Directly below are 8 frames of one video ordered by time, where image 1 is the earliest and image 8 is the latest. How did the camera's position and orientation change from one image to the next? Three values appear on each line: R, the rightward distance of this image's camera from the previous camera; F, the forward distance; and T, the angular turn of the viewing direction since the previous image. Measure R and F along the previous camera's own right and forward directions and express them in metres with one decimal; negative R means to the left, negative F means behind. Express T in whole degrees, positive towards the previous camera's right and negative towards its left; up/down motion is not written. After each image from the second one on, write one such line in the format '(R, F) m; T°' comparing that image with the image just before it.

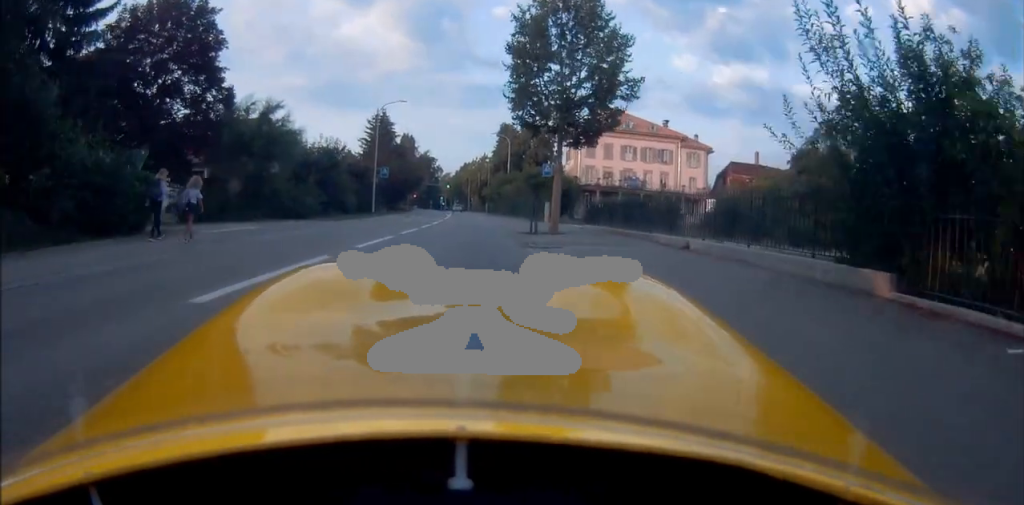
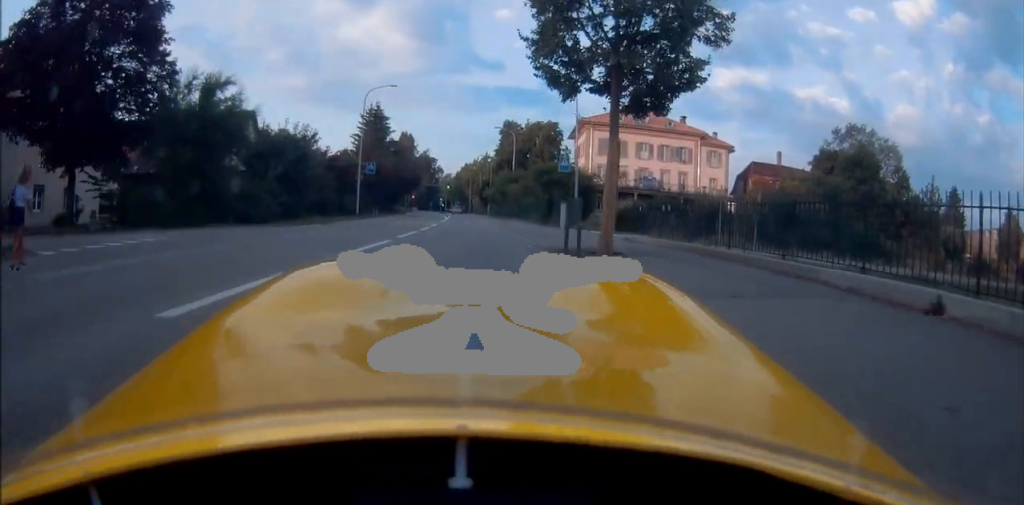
(-0.1, +6.5) m; +1°
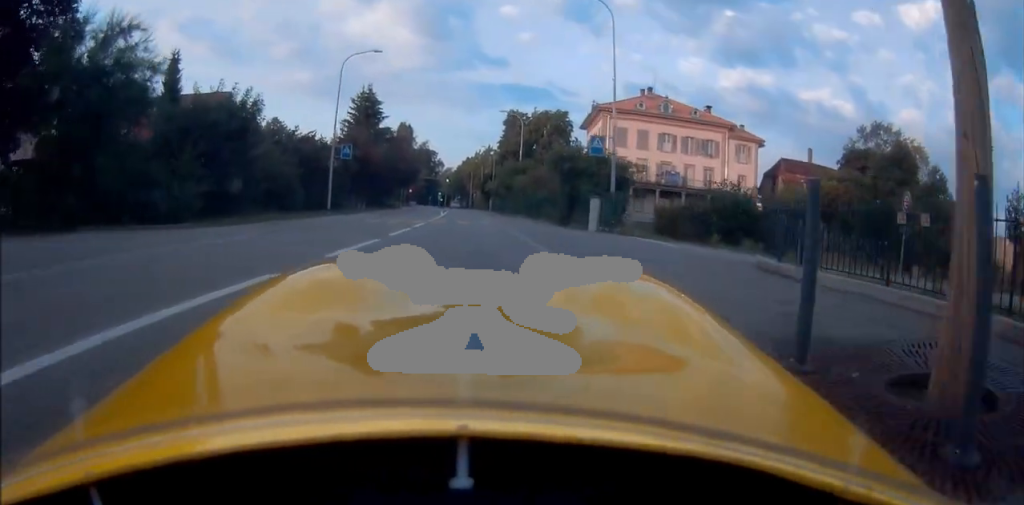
(+0.2, +7.7) m; 0°
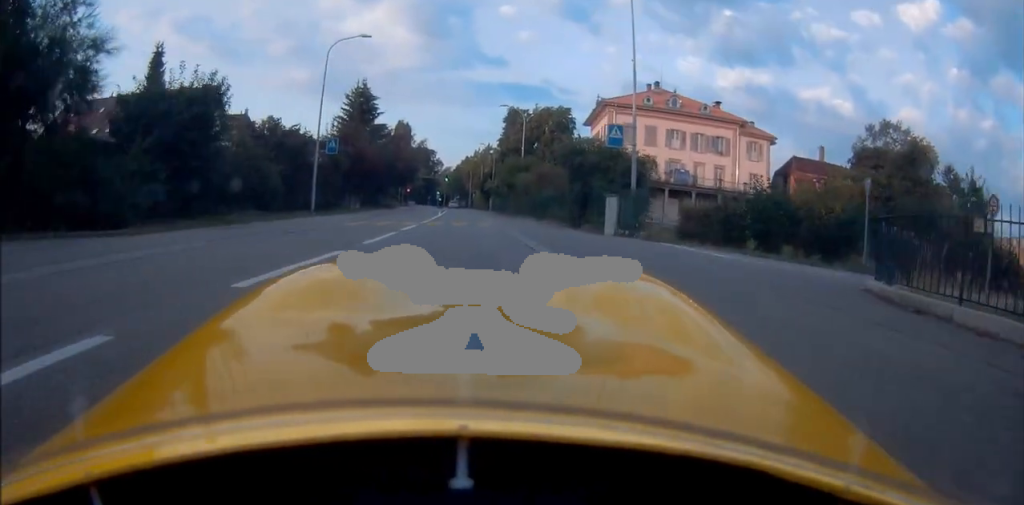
(0.0, +2.9) m; -1°
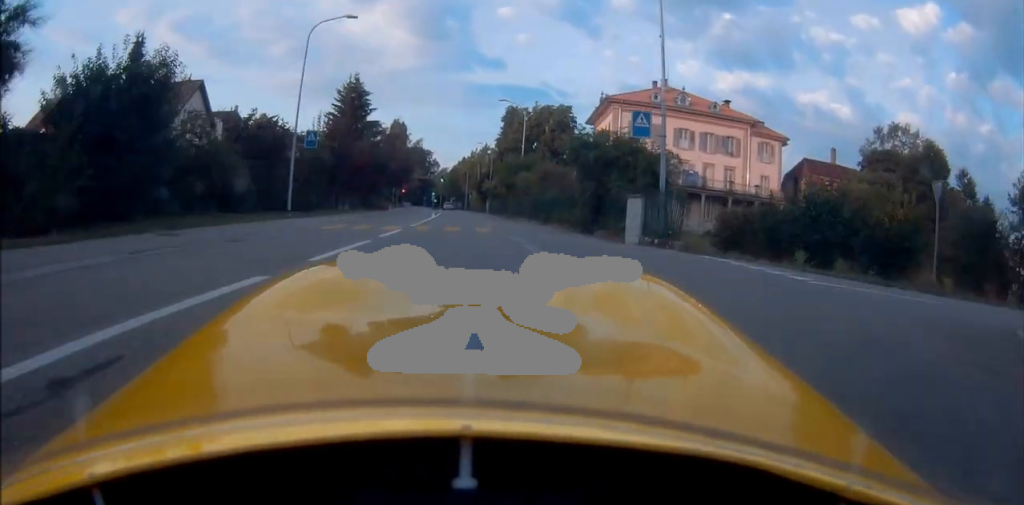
(0.0, +3.2) m; -1°
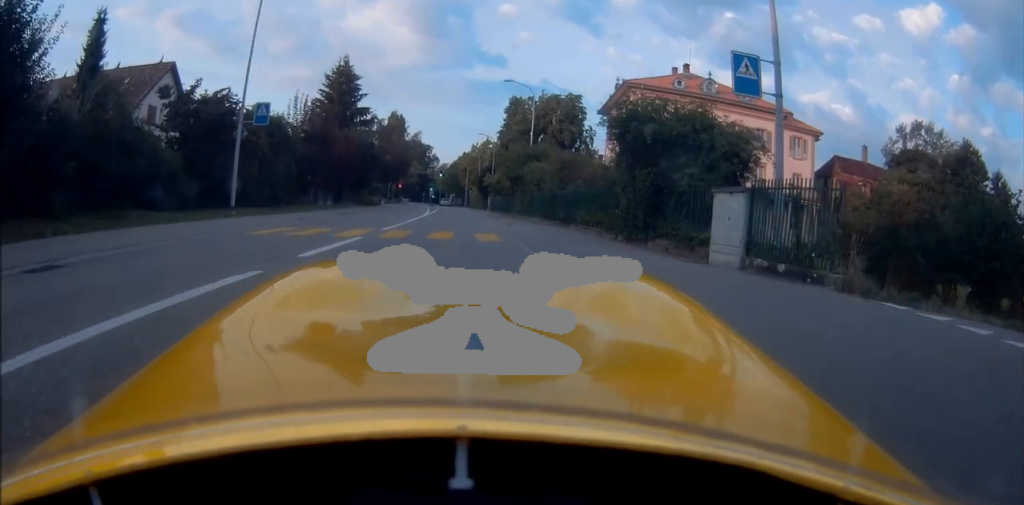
(-0.1, +6.3) m; -1°
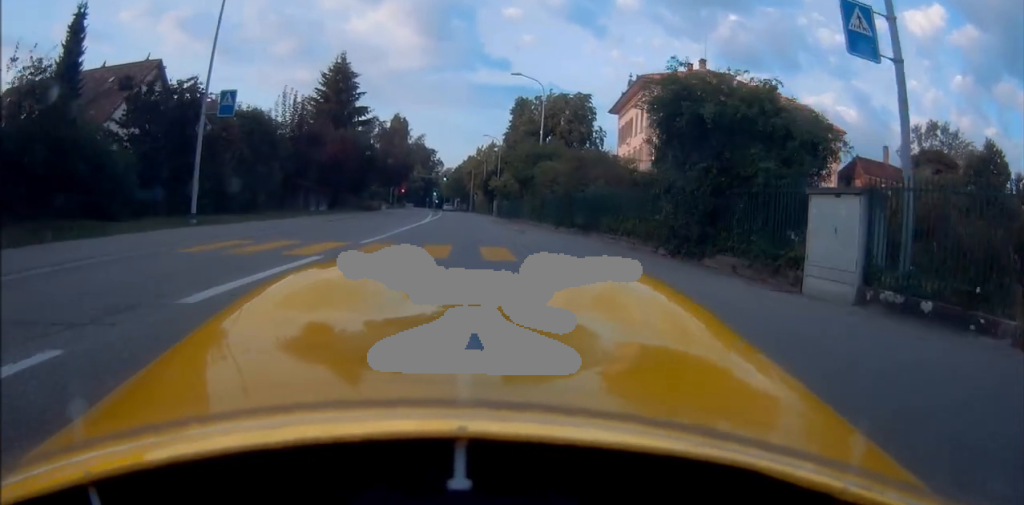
(0.0, +3.3) m; 0°
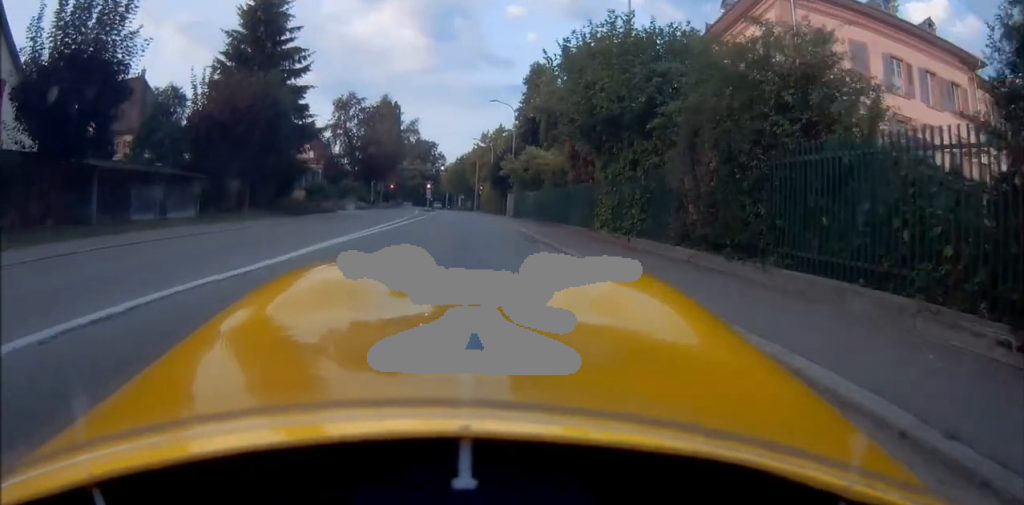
(0.0, +21.3) m; -1°
